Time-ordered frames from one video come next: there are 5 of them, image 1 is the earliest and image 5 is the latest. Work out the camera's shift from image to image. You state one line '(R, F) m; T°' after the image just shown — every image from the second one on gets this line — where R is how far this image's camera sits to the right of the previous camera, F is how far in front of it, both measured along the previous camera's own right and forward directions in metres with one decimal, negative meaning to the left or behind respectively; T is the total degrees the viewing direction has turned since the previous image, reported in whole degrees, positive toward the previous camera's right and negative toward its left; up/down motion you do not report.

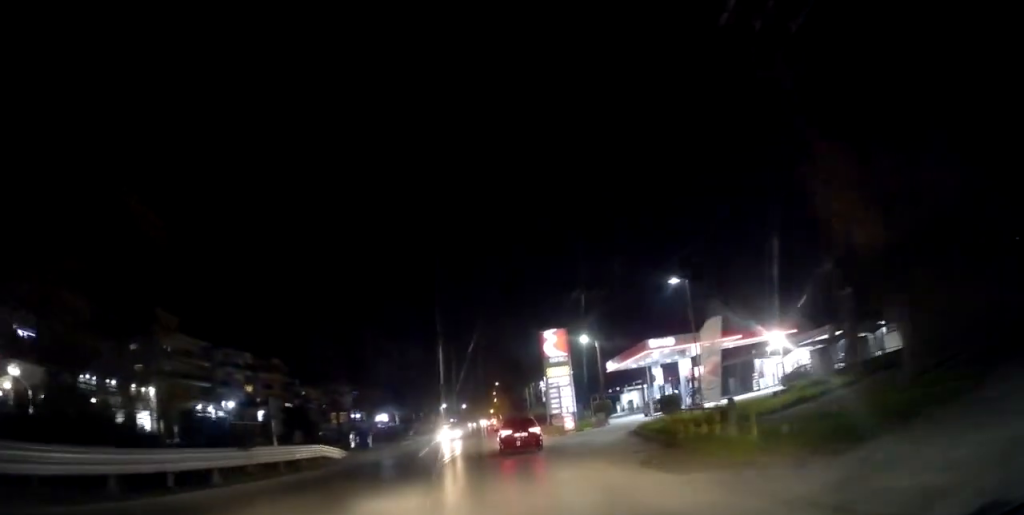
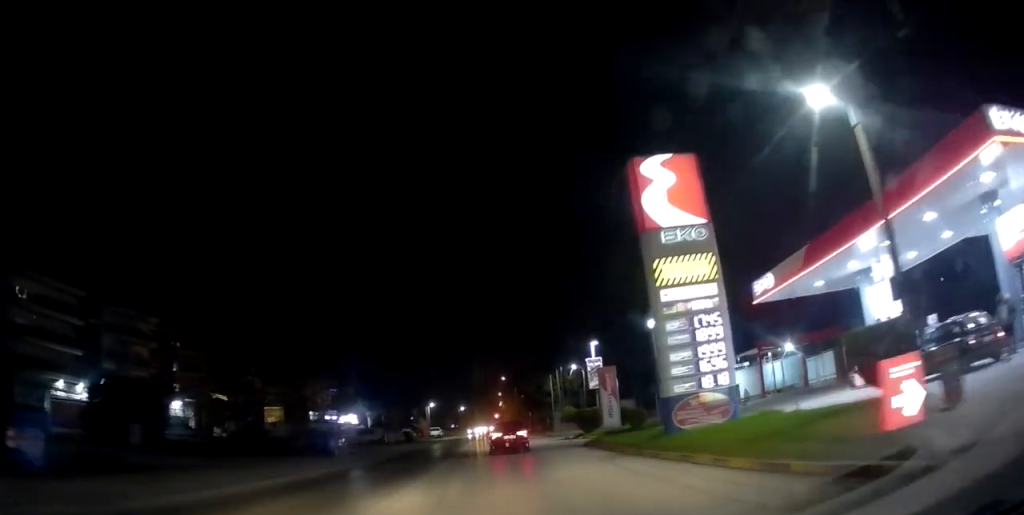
(-1.3, +32.7) m; -5°
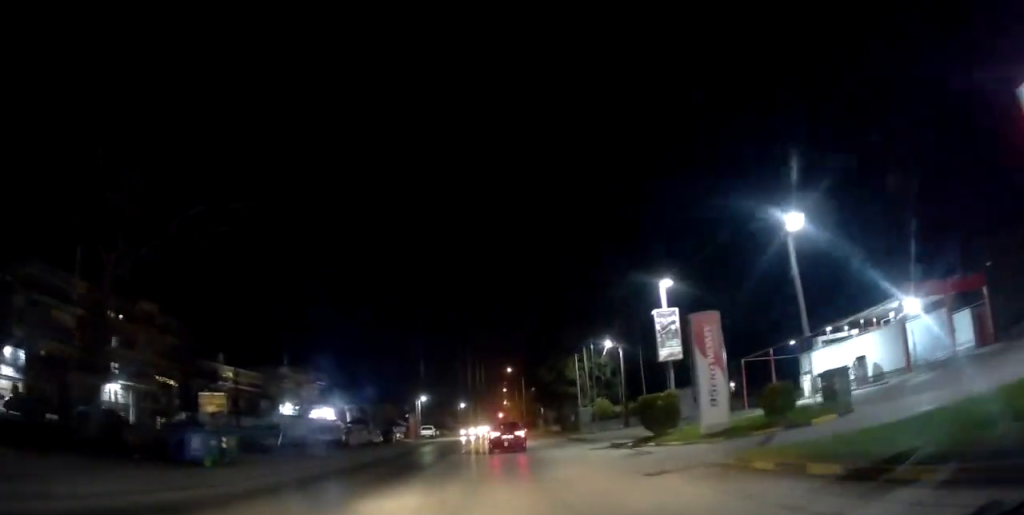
(-0.2, +15.6) m; +1°
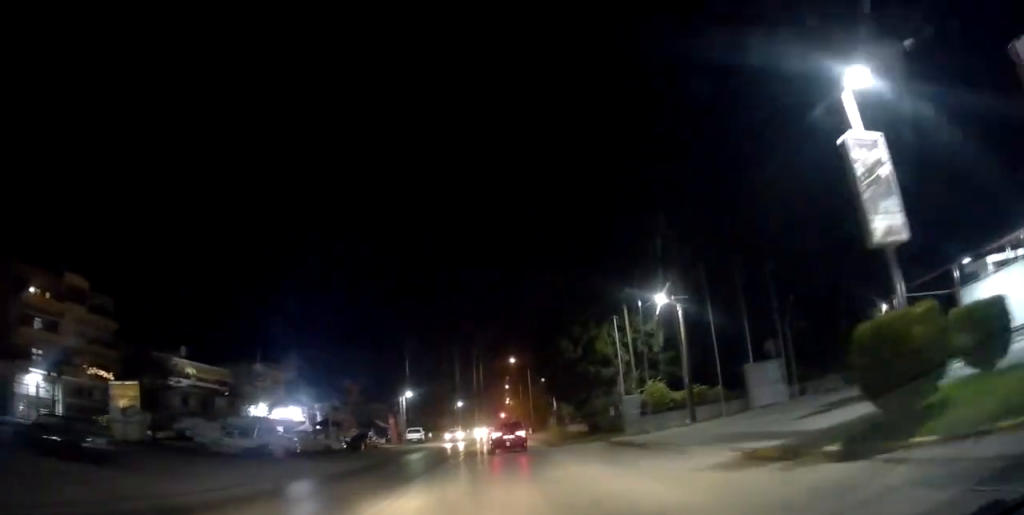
(+0.5, +14.0) m; +2°
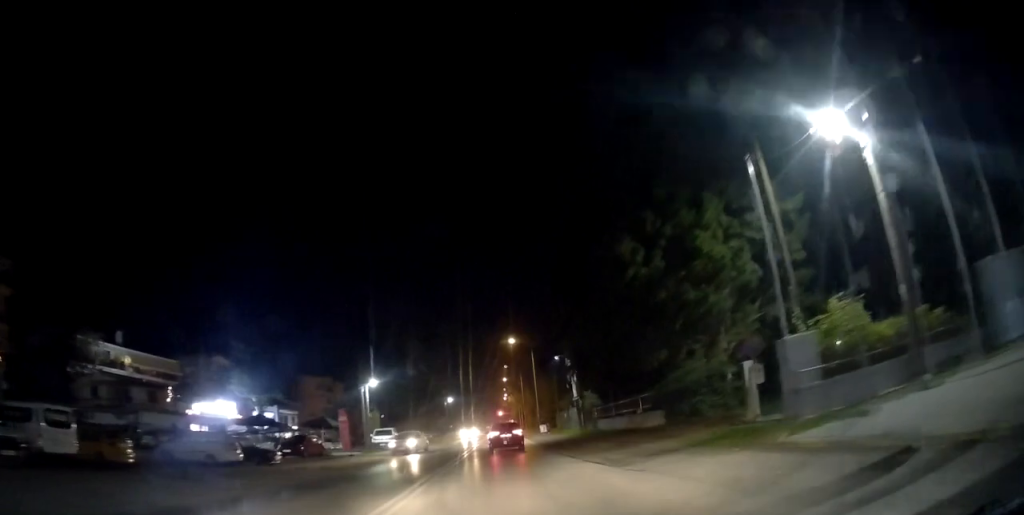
(0.0, +17.0) m; +2°
